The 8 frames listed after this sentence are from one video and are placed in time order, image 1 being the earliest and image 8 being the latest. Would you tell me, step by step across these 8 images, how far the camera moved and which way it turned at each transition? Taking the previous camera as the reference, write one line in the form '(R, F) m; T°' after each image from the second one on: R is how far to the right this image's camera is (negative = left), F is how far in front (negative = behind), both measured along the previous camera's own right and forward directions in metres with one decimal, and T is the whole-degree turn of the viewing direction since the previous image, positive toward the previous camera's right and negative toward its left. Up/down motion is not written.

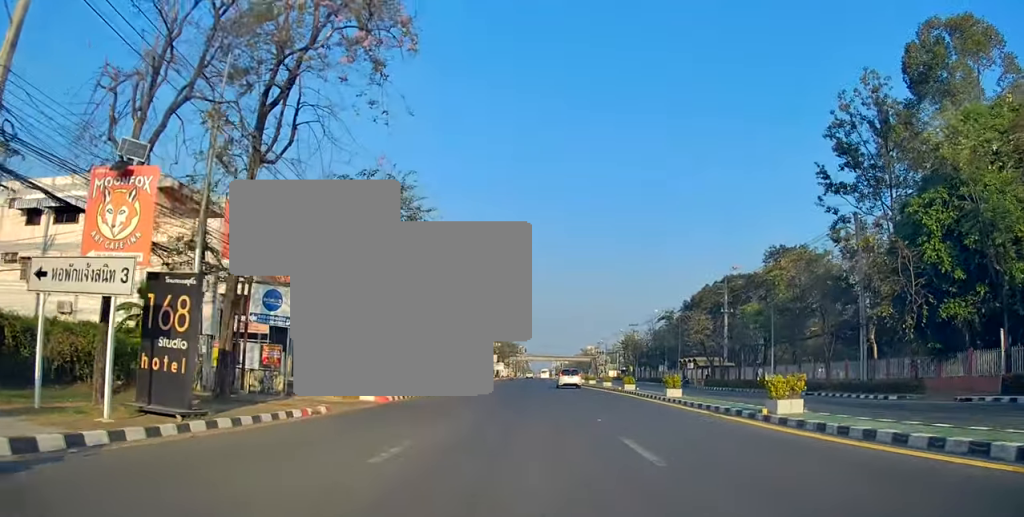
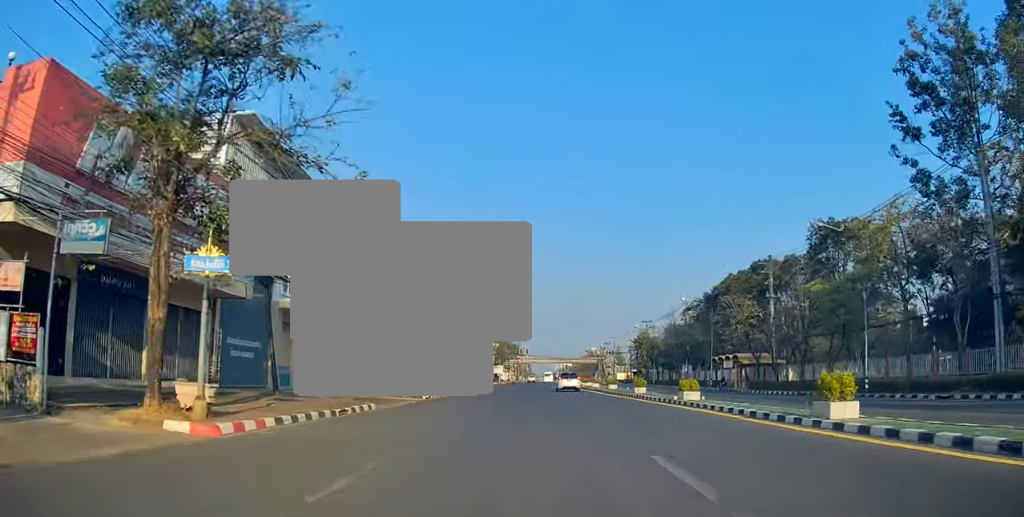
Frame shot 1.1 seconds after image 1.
(+0.4, +14.7) m; +2°
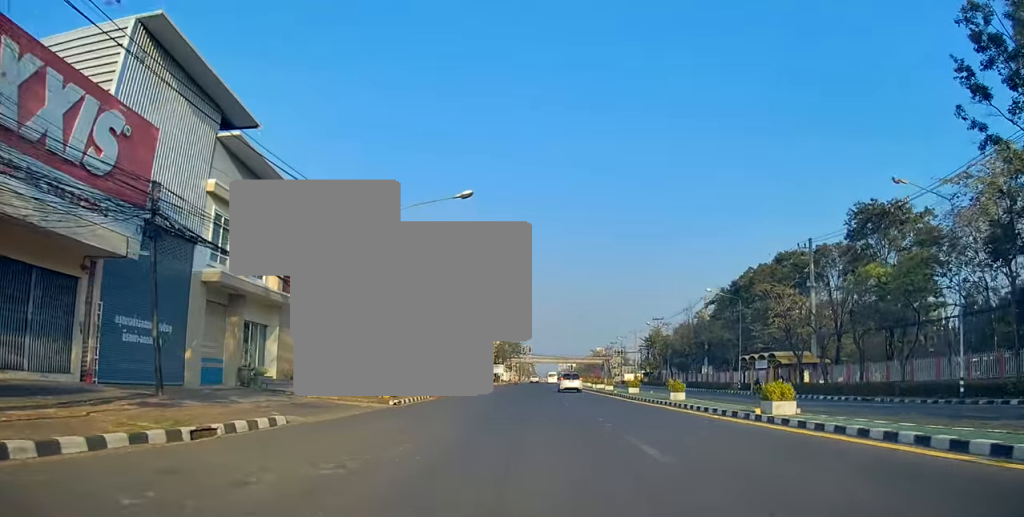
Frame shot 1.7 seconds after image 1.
(+0.1, +8.6) m; 0°
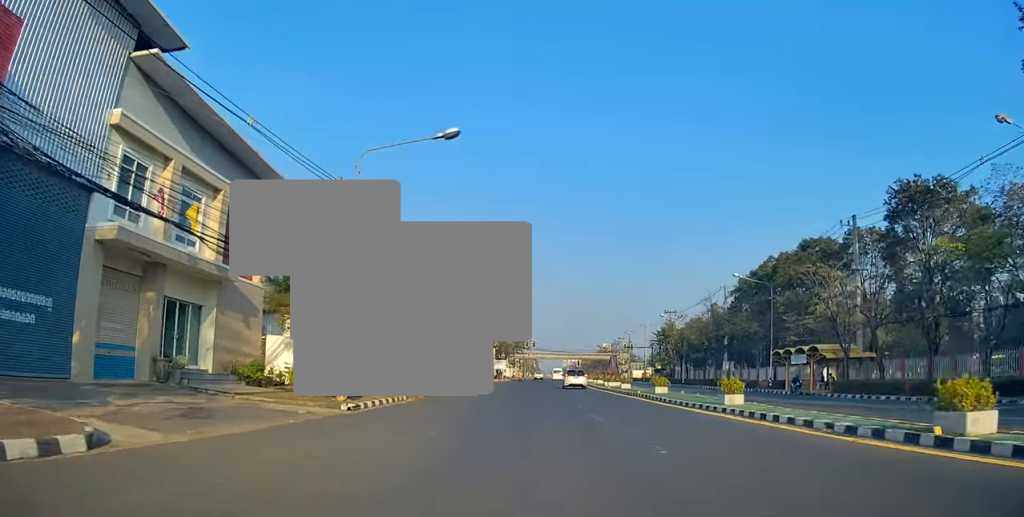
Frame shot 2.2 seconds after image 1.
(+0.1, +7.4) m; -1°
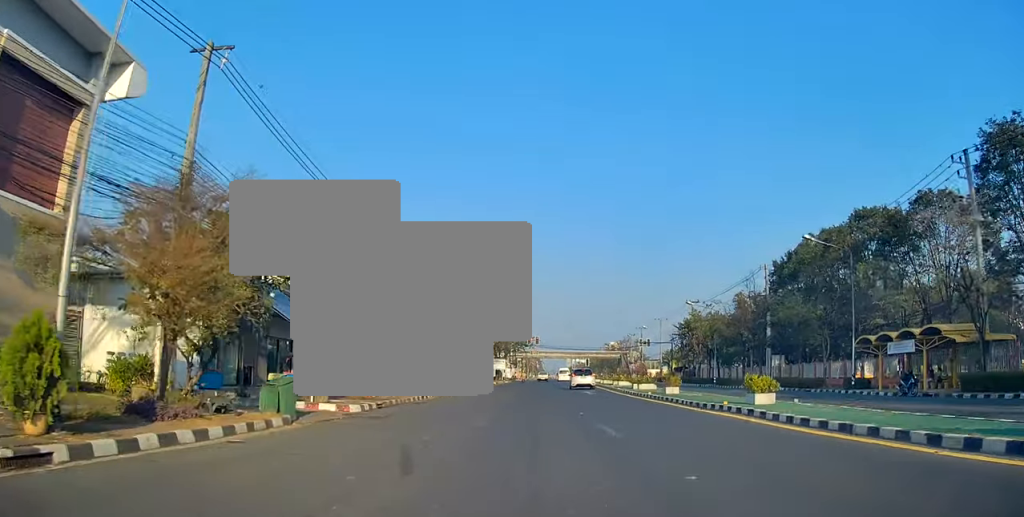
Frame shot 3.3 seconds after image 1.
(-0.4, +14.6) m; -2°
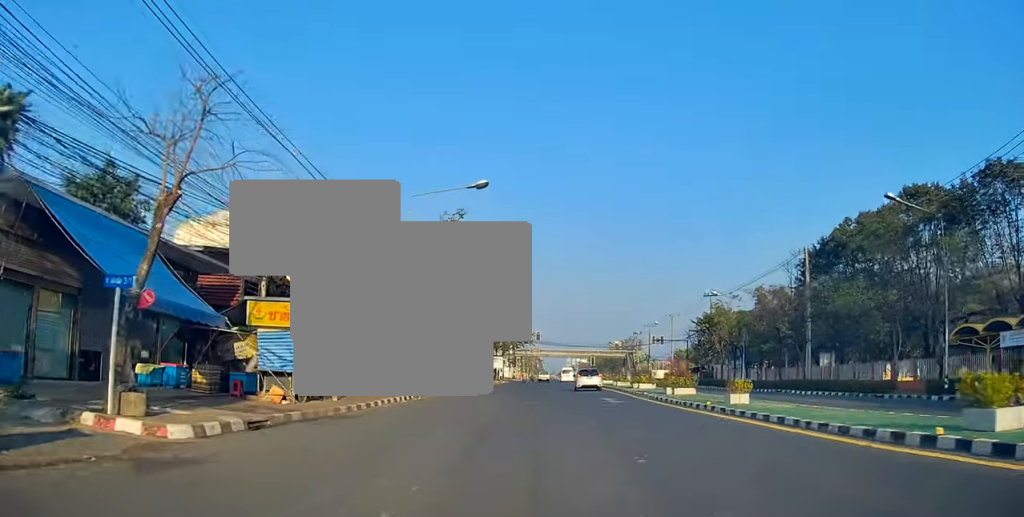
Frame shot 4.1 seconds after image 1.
(-0.2, +10.9) m; -1°
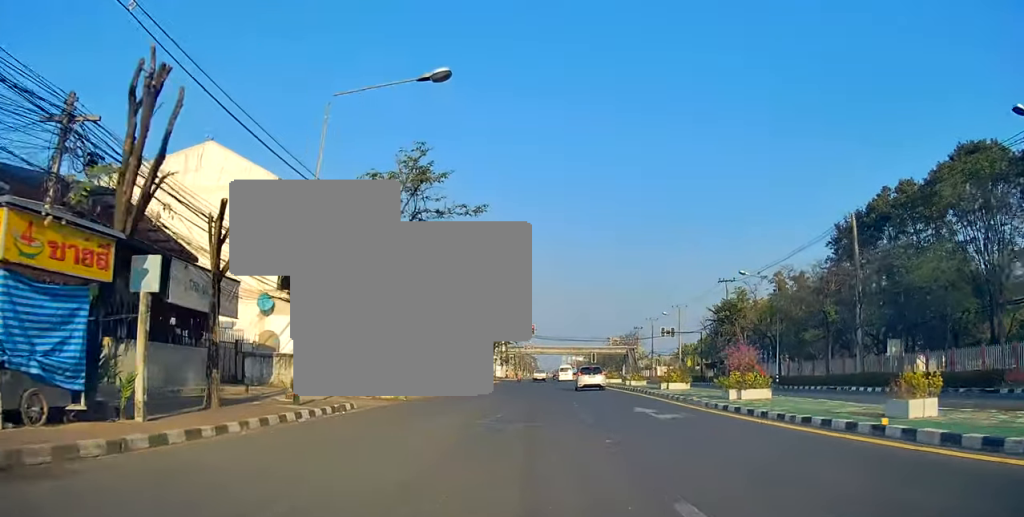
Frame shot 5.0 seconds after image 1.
(0.0, +11.2) m; 0°
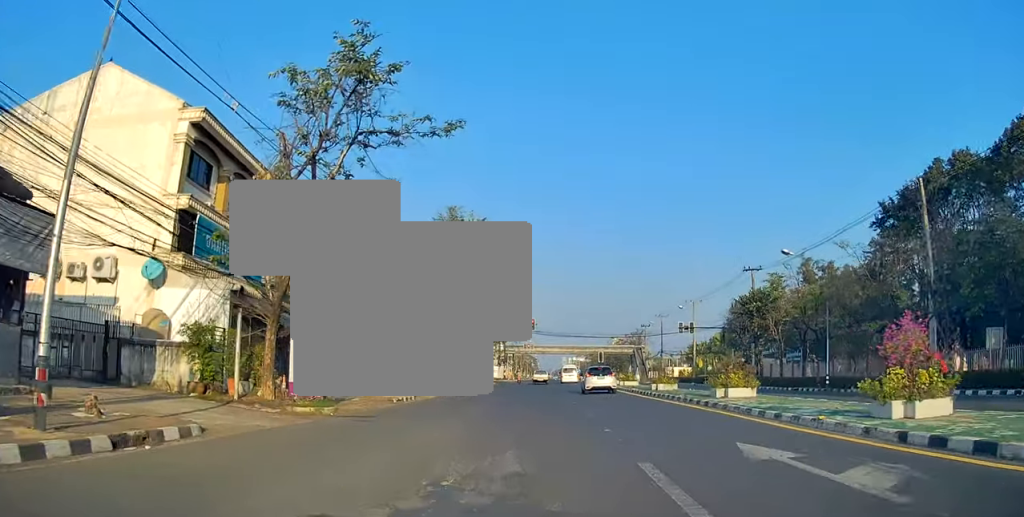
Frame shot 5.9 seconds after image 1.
(0.0, +10.6) m; 0°
